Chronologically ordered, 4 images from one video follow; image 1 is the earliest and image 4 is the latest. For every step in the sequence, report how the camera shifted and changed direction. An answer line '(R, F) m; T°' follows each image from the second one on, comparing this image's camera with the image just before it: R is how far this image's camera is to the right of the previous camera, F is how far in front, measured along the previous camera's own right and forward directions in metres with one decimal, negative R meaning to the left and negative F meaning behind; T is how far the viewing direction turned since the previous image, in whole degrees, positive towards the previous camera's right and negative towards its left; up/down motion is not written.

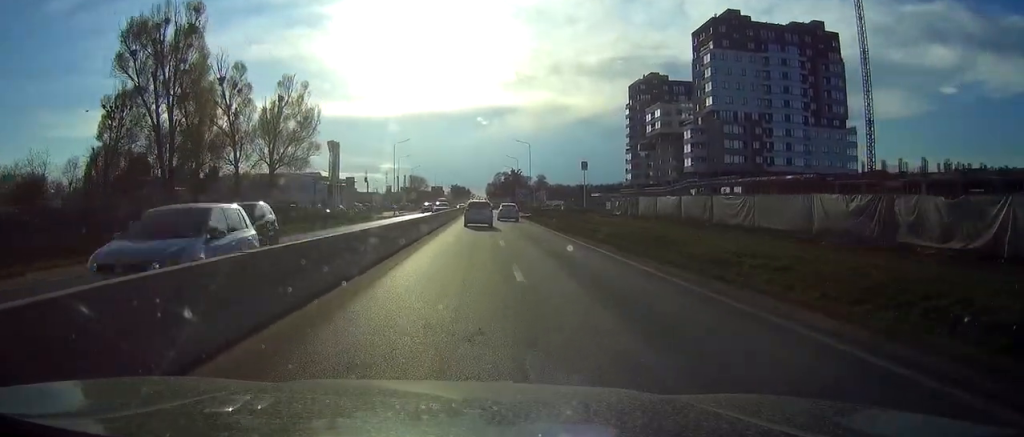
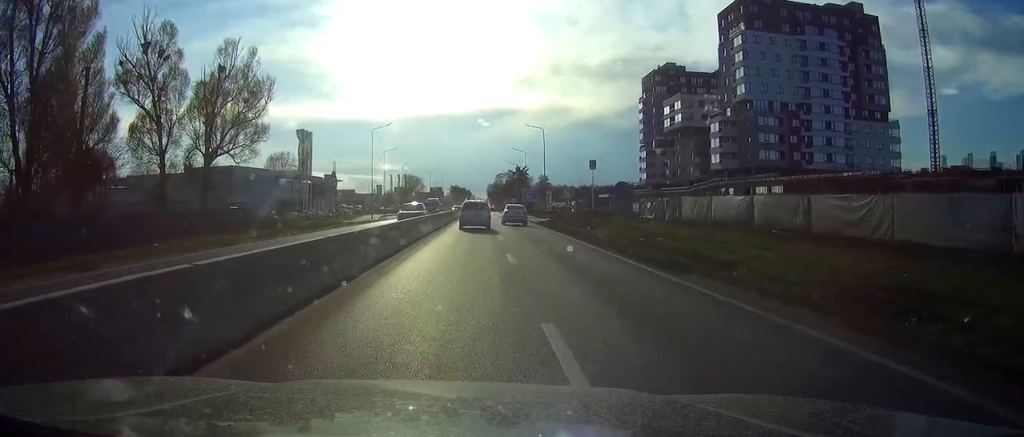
(0.0, +20.0) m; 0°
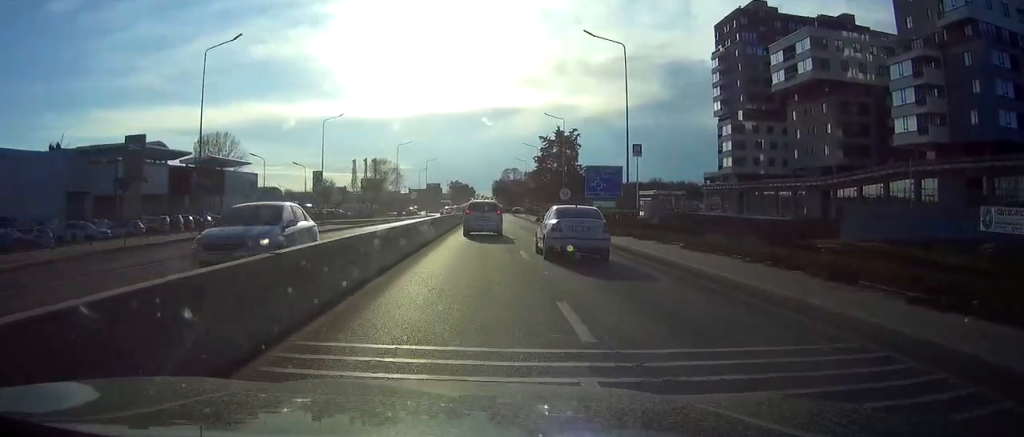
(-0.2, +70.9) m; 0°
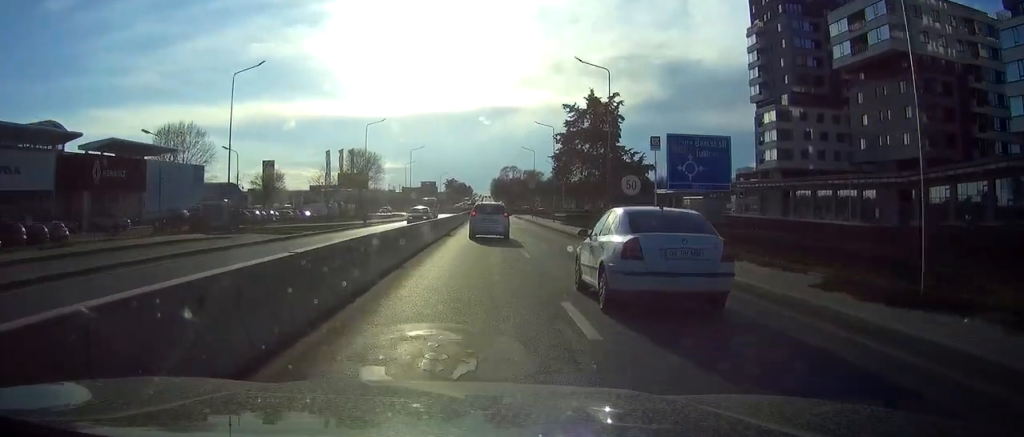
(+0.1, +24.1) m; 0°
